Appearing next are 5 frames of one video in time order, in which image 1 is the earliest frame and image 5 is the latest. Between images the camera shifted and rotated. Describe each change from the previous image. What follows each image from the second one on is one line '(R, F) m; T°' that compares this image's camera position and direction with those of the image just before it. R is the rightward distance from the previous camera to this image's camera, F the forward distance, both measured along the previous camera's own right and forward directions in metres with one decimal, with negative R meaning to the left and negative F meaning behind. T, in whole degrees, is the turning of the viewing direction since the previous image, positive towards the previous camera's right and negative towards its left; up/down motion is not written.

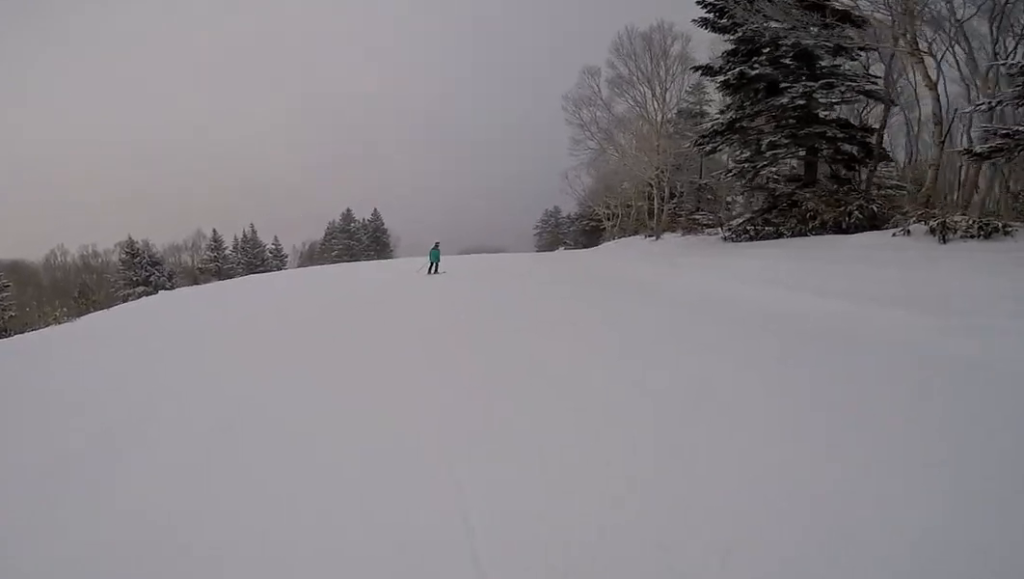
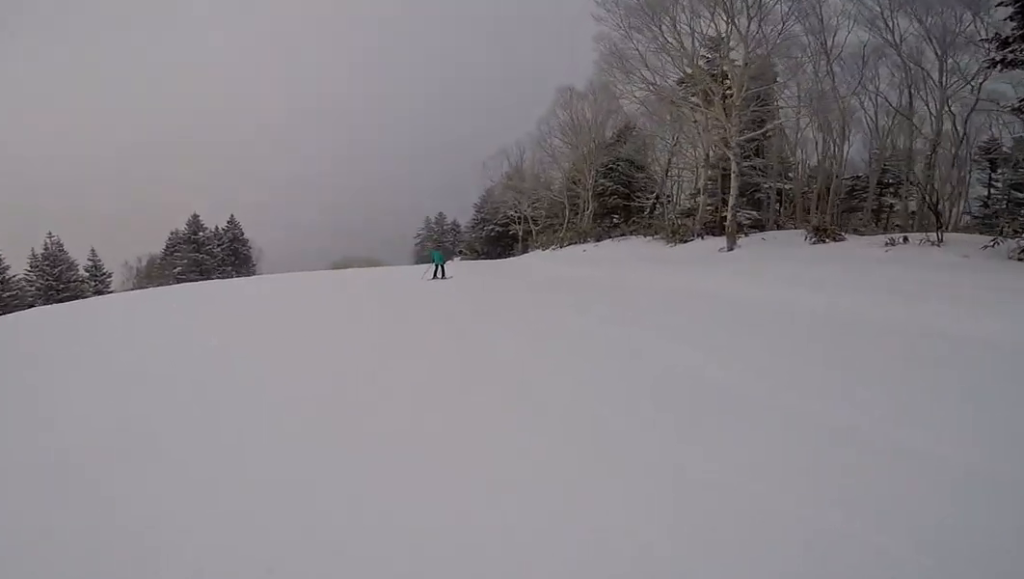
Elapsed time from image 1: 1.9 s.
(+2.8, +10.8) m; +28°
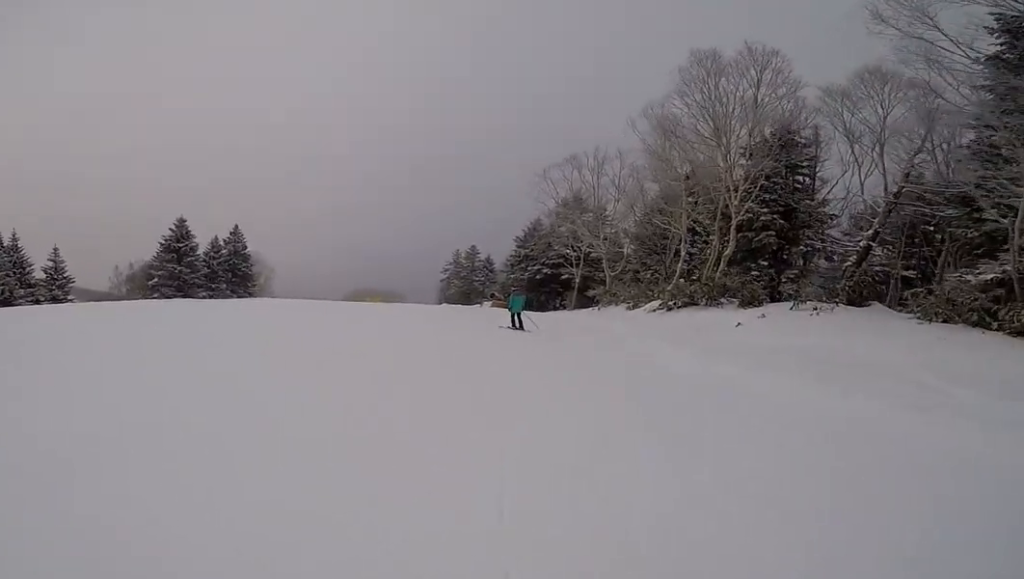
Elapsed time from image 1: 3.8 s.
(+0.9, +10.8) m; +10°
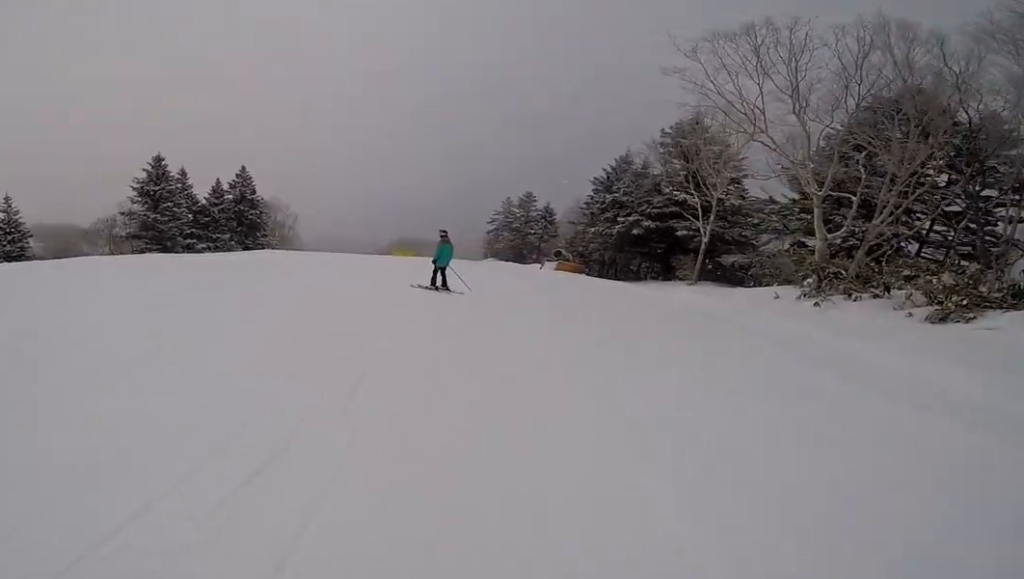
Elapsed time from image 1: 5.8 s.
(-0.1, +10.5) m; -21°
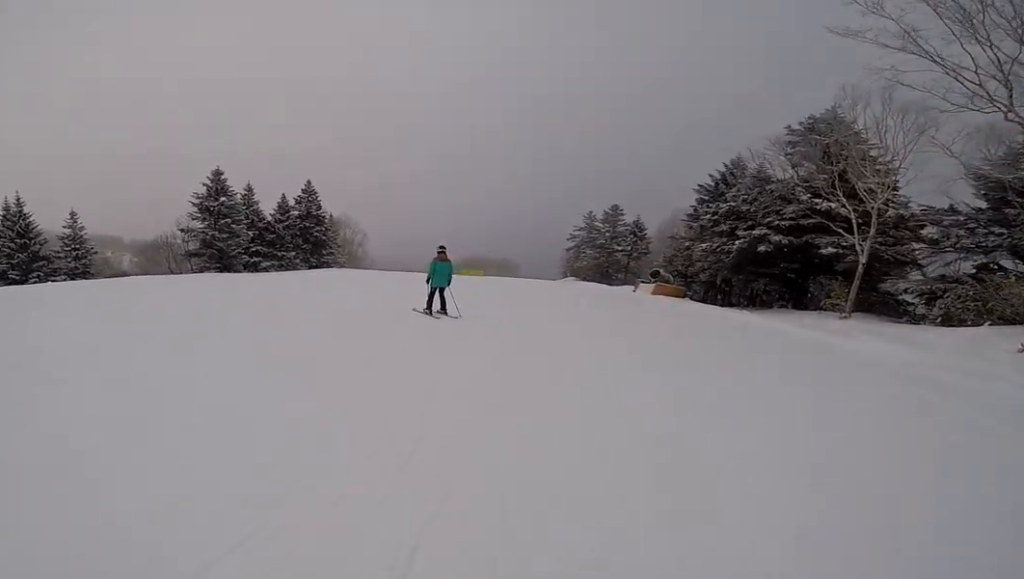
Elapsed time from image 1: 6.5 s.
(-1.3, +3.4) m; -7°
